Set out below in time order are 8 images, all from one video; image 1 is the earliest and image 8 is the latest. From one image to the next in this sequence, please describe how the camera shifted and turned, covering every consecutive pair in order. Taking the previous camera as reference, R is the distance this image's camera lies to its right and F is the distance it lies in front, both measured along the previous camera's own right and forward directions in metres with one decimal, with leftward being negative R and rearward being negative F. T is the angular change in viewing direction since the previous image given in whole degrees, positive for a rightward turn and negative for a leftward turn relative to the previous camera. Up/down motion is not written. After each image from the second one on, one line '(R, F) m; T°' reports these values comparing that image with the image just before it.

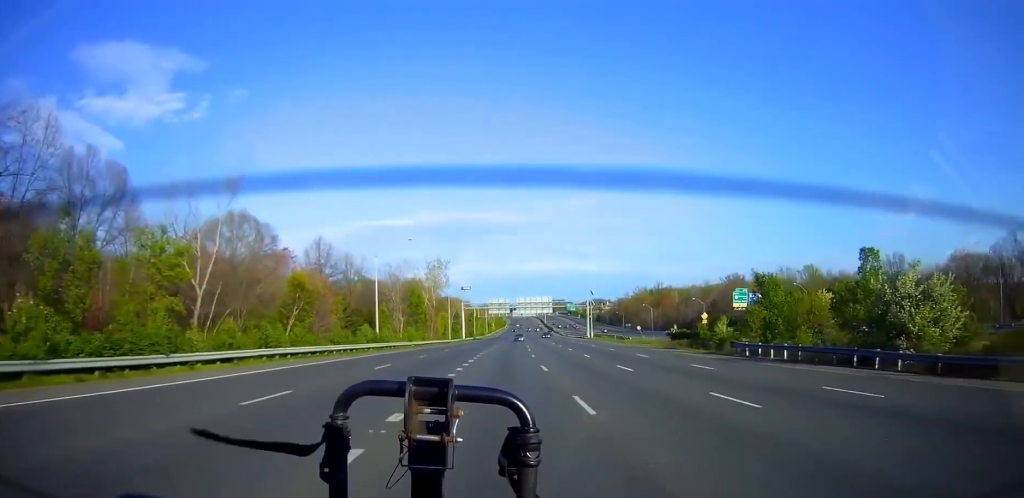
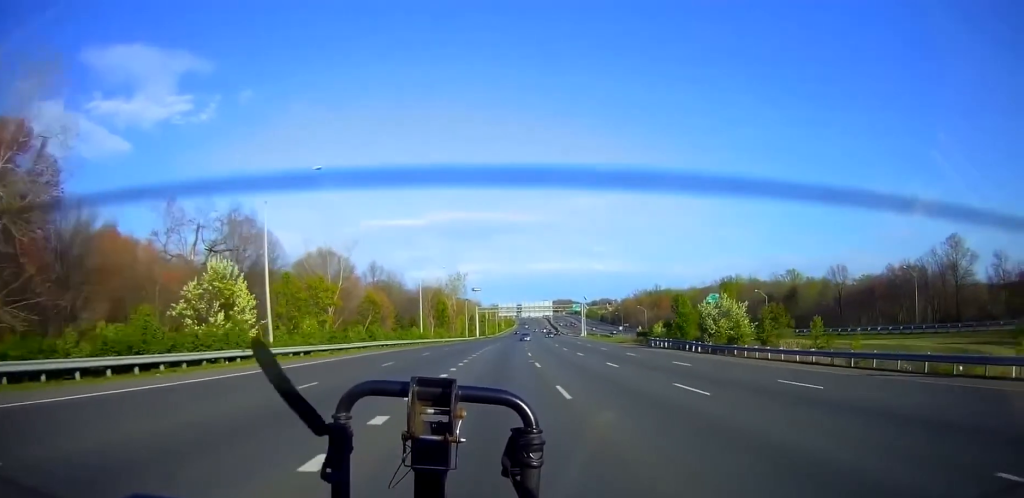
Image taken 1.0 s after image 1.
(-0.7, +27.9) m; -2°
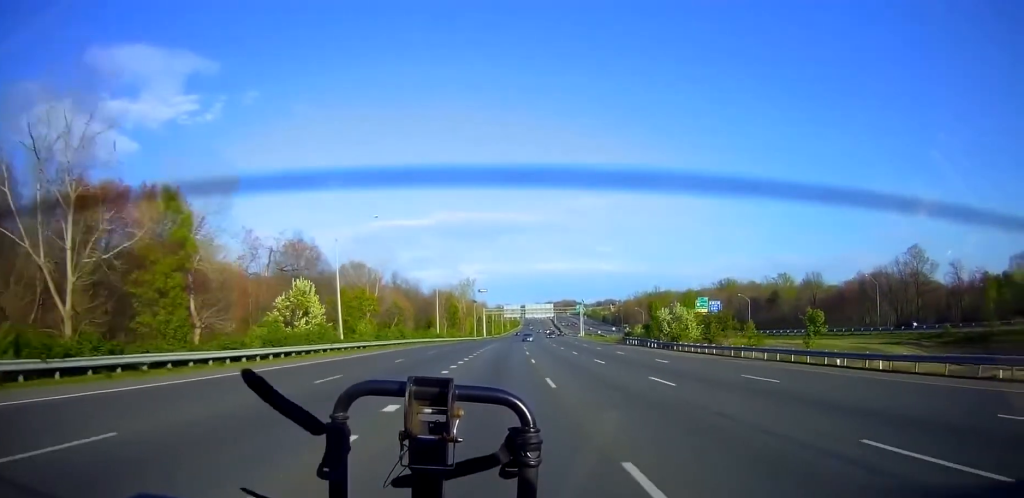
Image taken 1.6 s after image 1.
(-0.2, +16.0) m; 0°
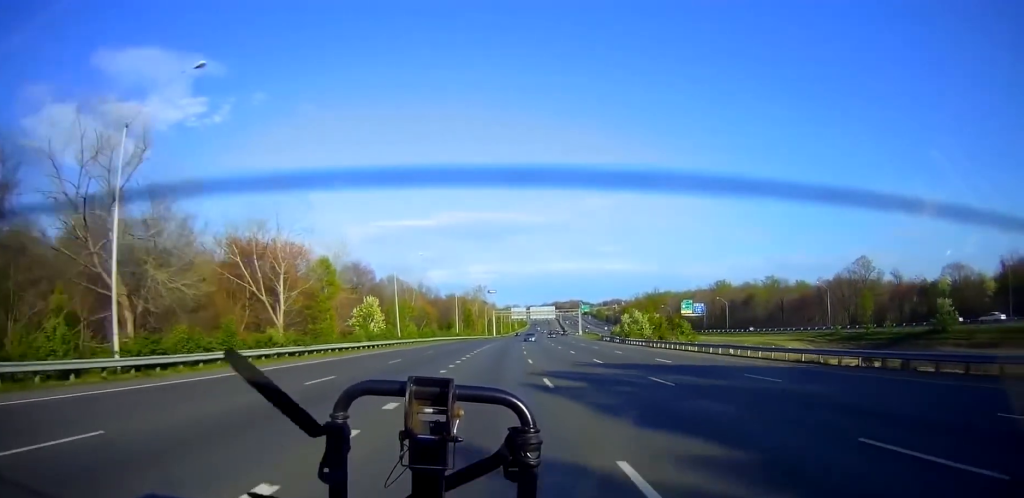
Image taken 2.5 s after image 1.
(+0.2, +25.5) m; 0°
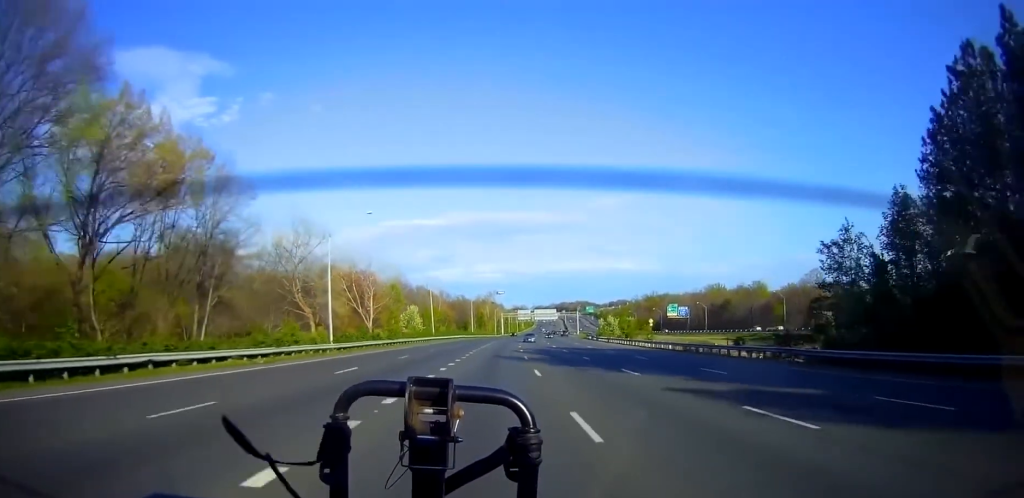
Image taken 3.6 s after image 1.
(+0.1, +30.0) m; -2°
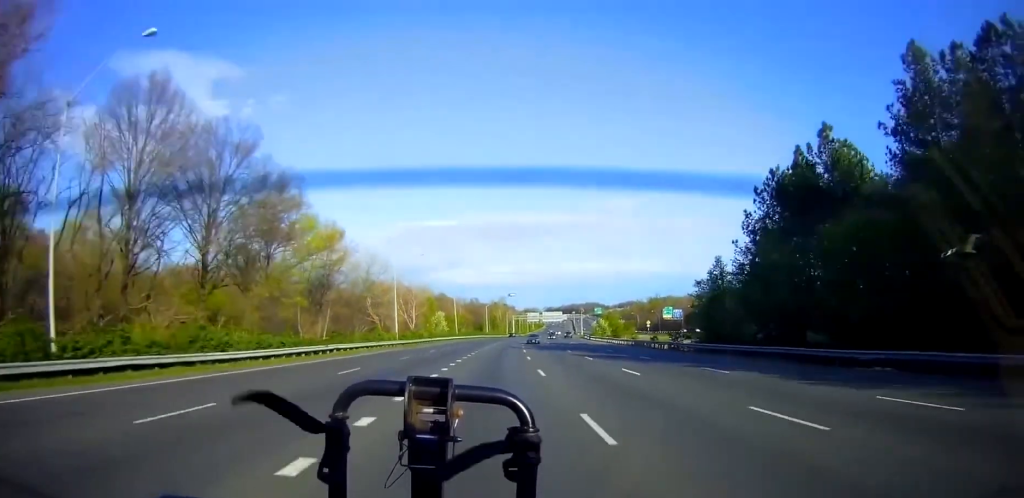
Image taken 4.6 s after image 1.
(-1.0, +26.0) m; -2°
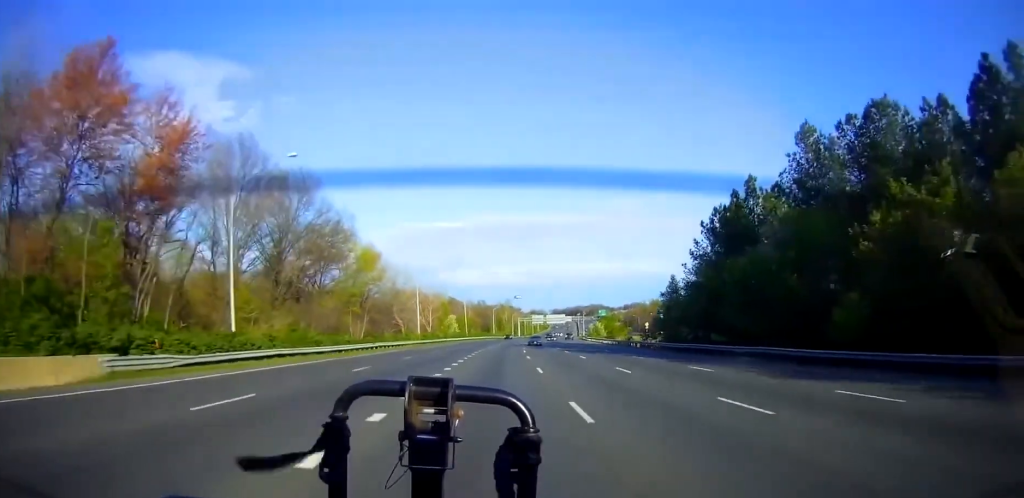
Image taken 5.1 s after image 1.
(-0.1, +15.0) m; 0°
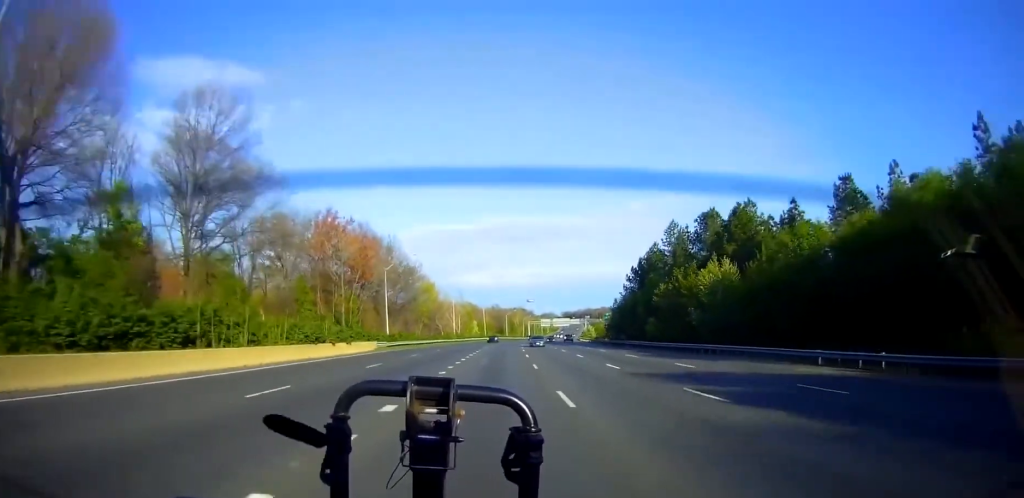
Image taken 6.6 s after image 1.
(0.0, +40.6) m; -2°
